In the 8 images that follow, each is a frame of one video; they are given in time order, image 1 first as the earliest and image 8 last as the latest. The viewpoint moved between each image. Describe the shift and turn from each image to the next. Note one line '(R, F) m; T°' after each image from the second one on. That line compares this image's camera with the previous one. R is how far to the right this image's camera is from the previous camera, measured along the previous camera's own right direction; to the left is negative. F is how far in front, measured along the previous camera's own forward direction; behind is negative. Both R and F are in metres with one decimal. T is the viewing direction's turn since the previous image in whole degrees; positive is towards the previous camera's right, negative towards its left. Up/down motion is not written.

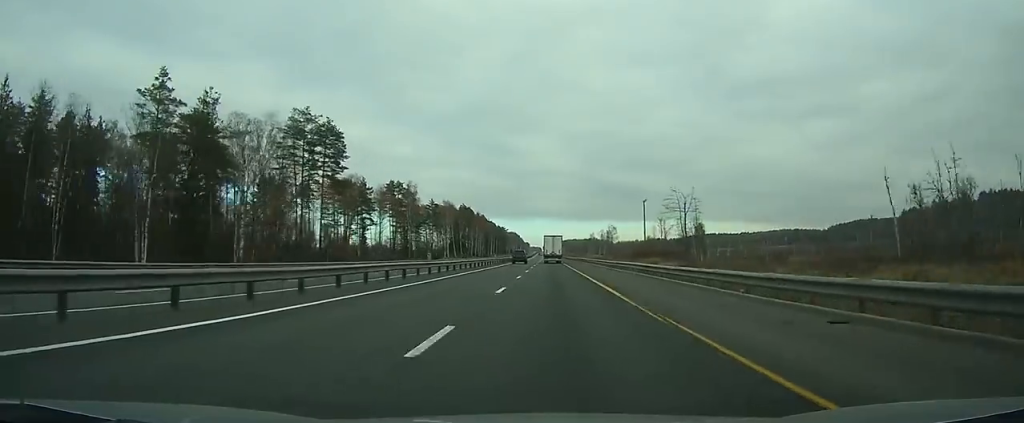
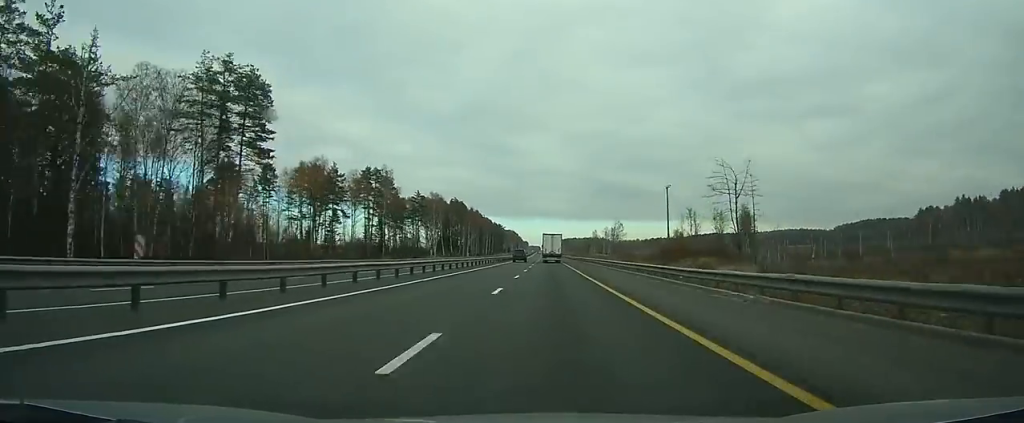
(0.0, +24.1) m; 0°
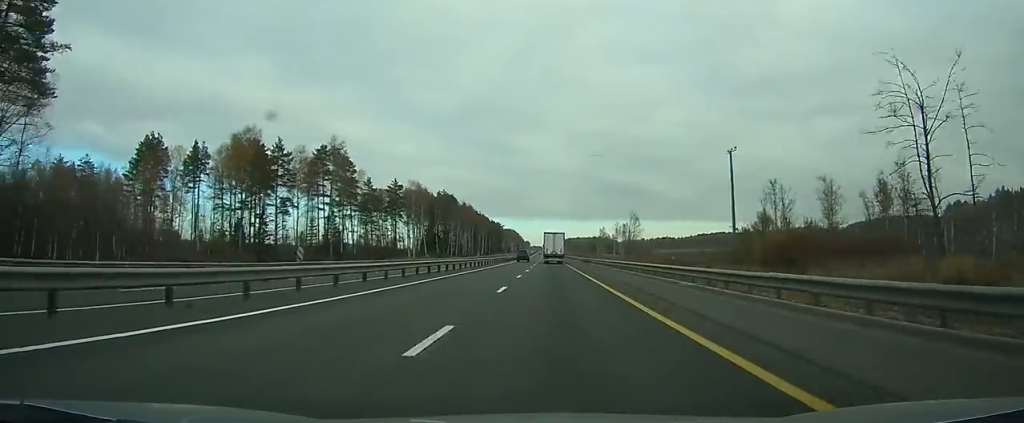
(0.0, +34.5) m; 0°
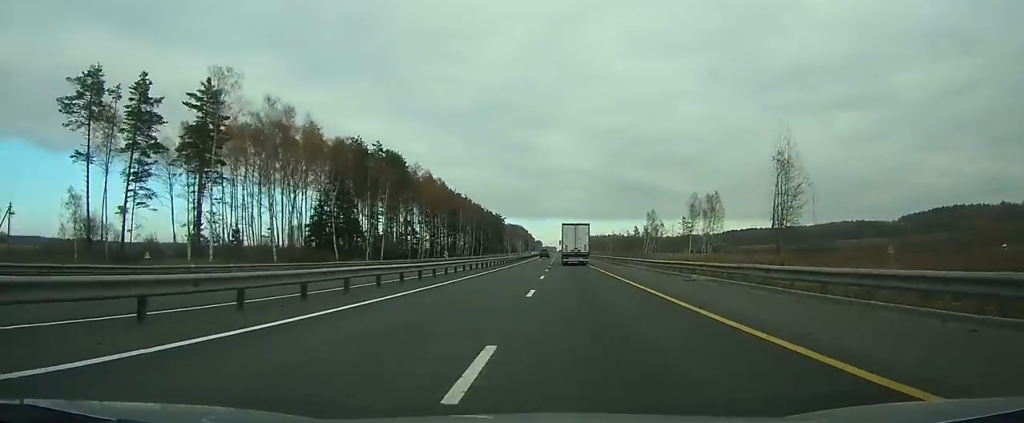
(-0.1, +114.3) m; 0°
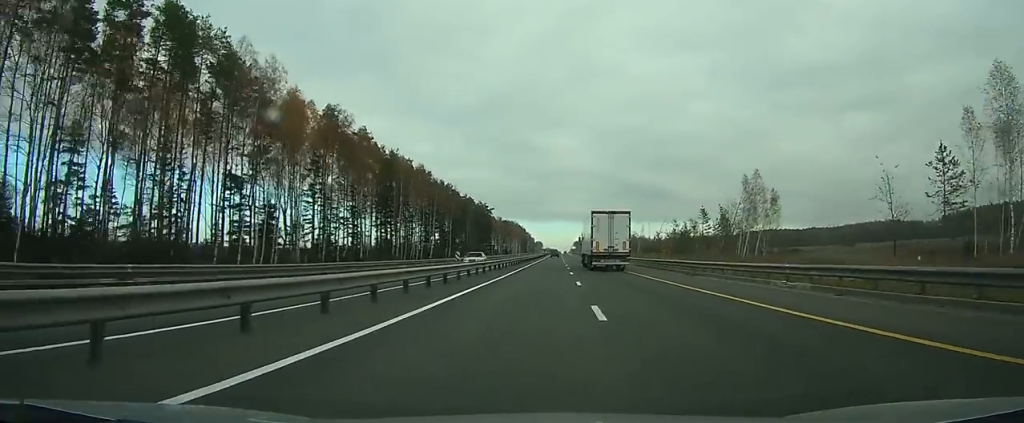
(-0.3, +88.5) m; 0°
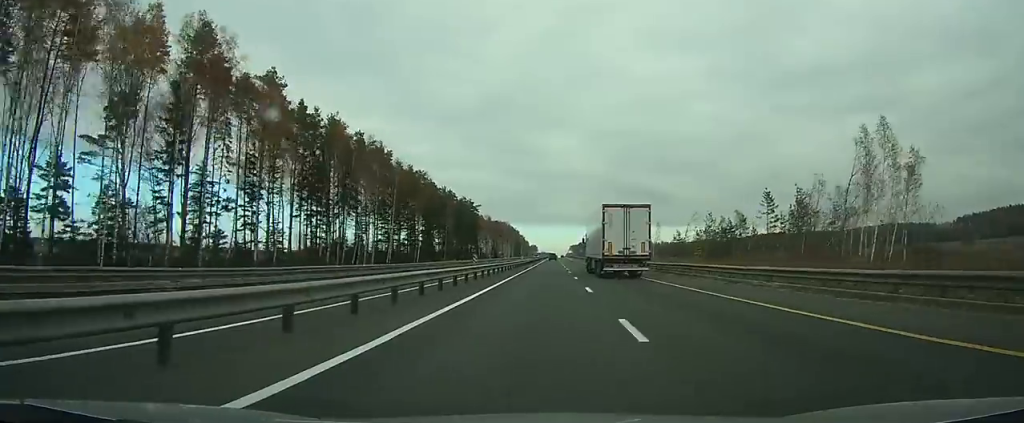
(0.0, +36.7) m; 0°
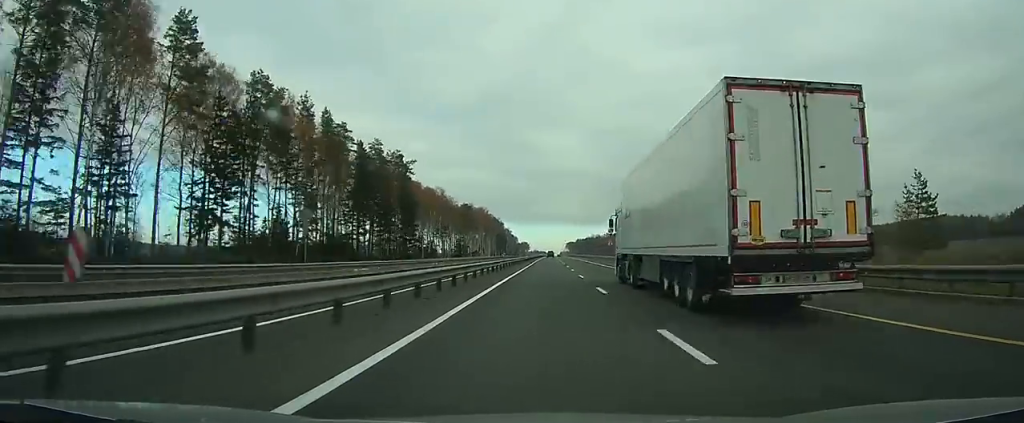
(+0.6, +110.0) m; 0°
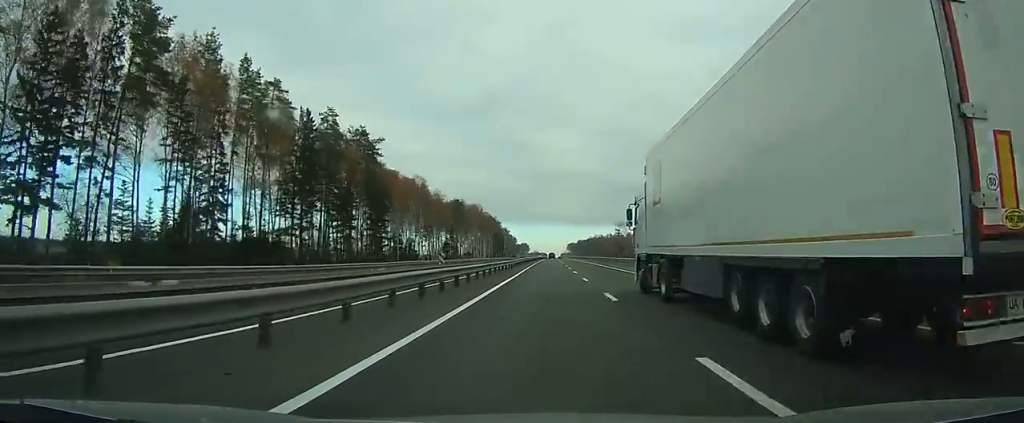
(-0.1, +27.5) m; 0°
